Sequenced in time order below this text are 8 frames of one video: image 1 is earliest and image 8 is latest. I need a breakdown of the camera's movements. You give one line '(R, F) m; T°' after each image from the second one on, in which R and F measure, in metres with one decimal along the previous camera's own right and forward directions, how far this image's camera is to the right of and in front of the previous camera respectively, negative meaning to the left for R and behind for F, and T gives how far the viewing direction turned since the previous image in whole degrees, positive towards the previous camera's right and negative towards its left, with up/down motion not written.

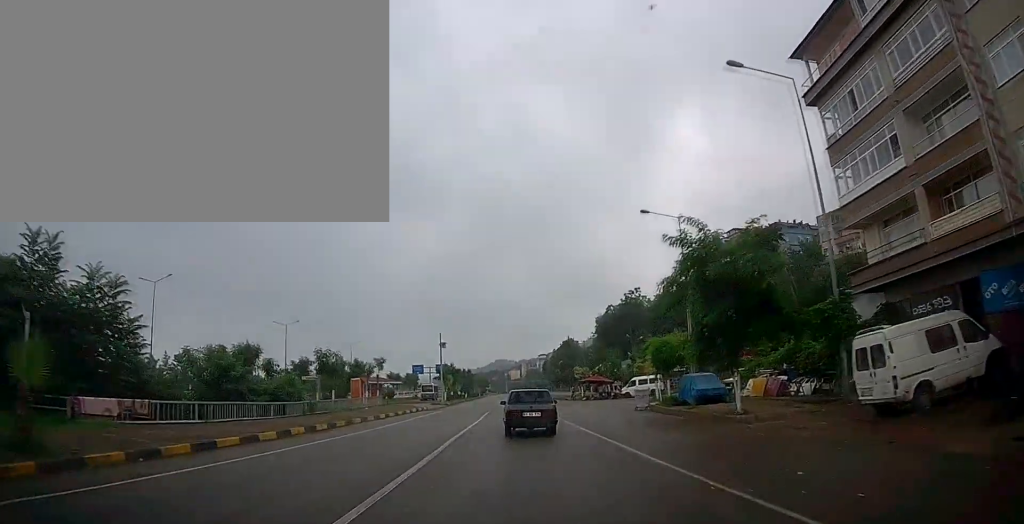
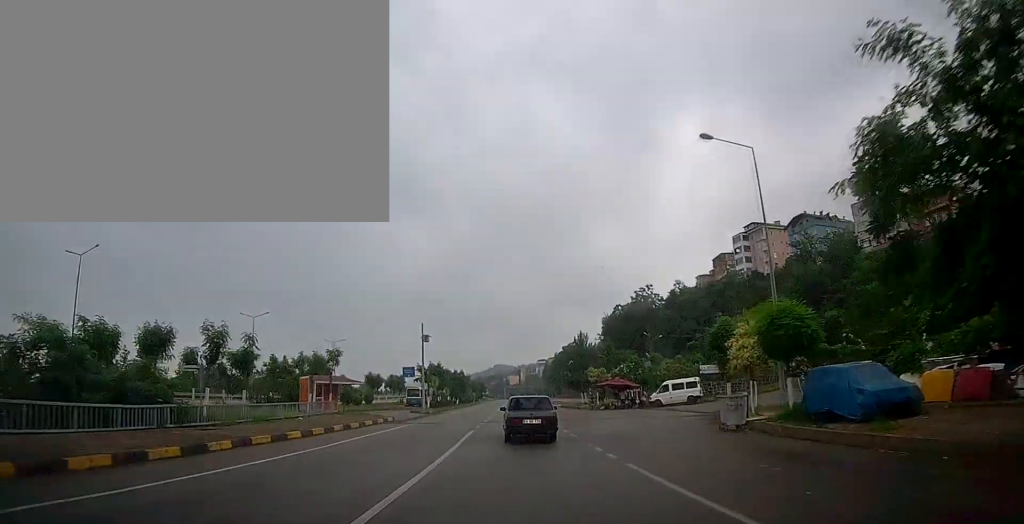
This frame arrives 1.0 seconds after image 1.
(0.0, +13.1) m; 0°
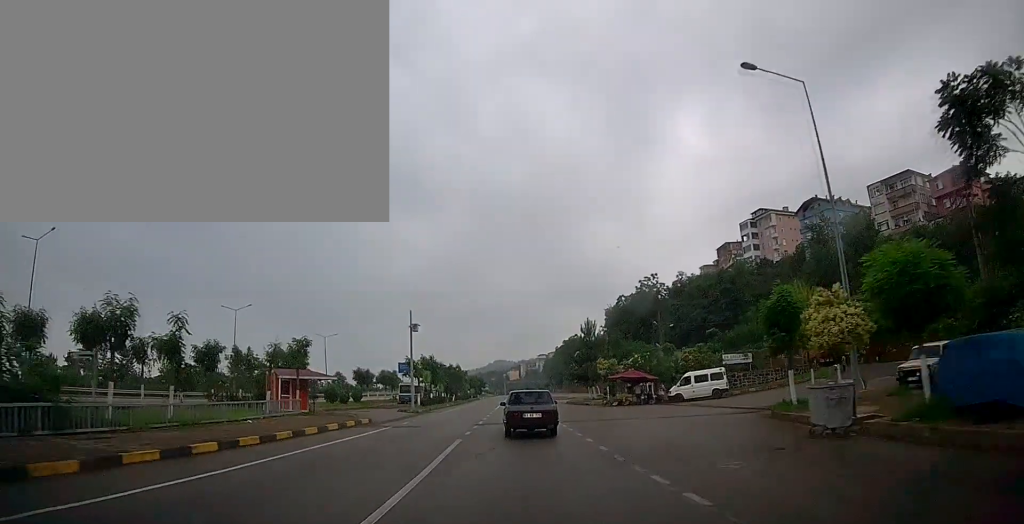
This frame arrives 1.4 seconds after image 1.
(-0.2, +5.9) m; 0°
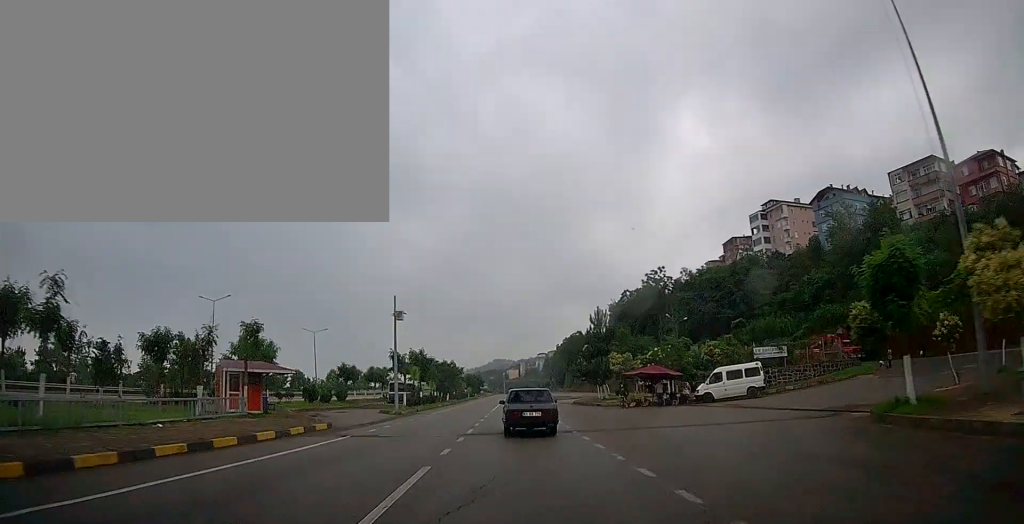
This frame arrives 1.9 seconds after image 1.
(+0.1, +6.5) m; 0°
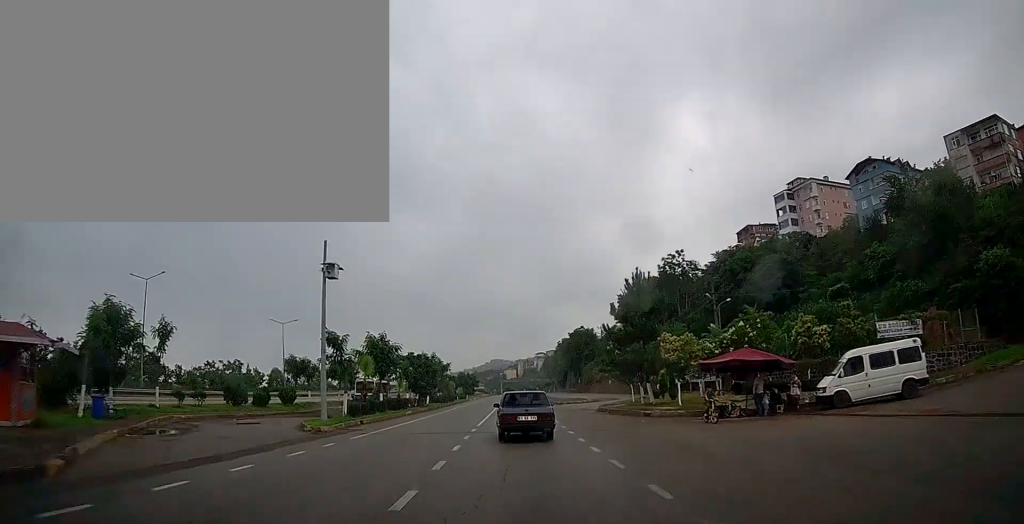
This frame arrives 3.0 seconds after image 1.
(+0.1, +15.4) m; 0°
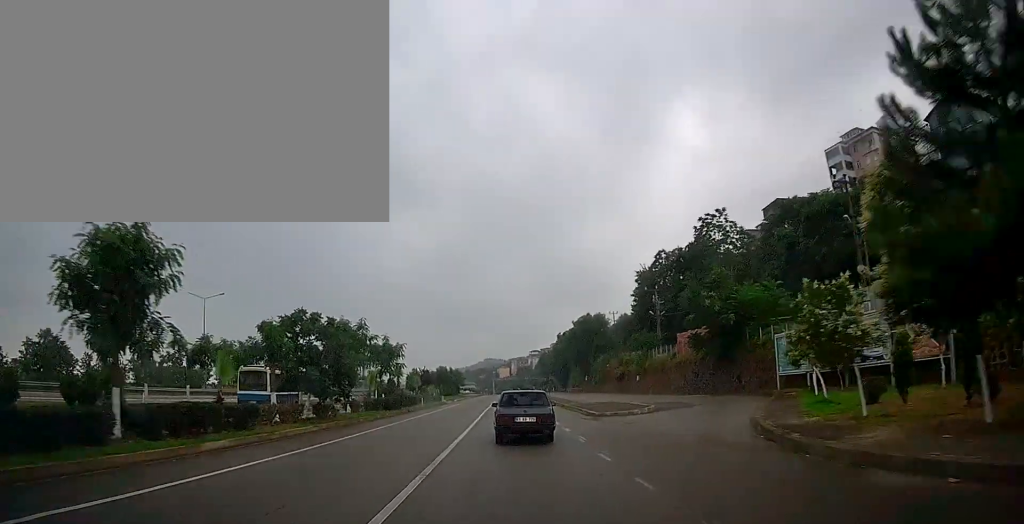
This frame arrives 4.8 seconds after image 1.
(0.0, +25.5) m; 0°
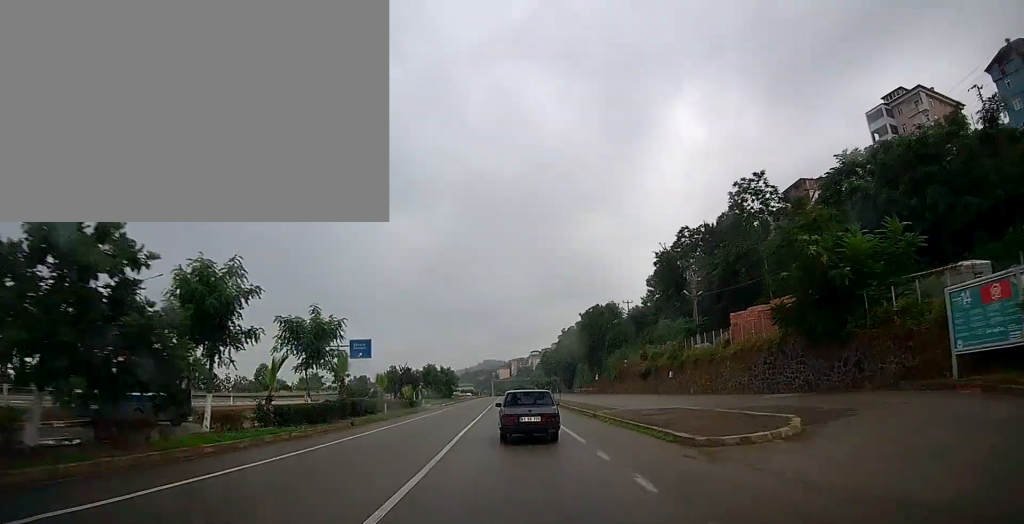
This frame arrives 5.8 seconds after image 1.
(-0.2, +14.8) m; 0°
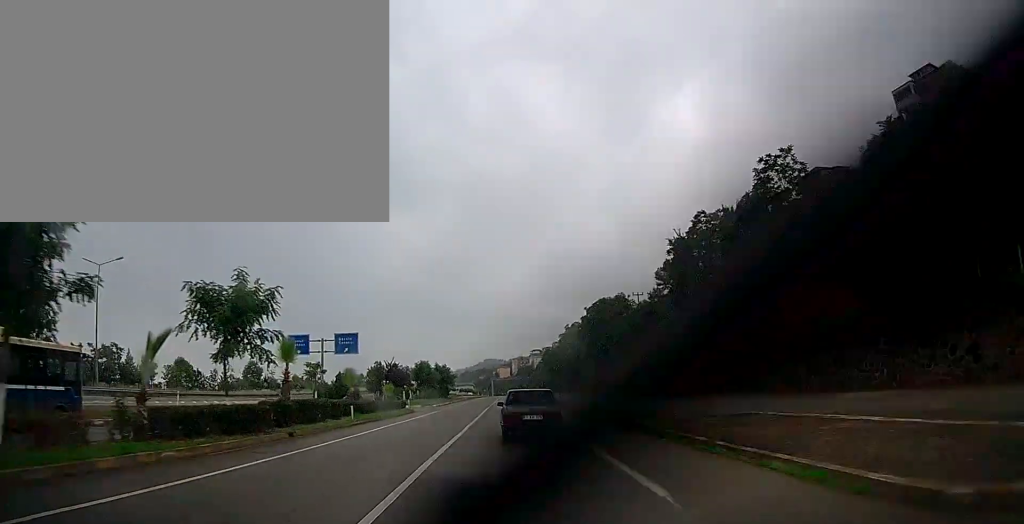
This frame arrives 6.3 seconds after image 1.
(+0.2, +7.6) m; +1°
